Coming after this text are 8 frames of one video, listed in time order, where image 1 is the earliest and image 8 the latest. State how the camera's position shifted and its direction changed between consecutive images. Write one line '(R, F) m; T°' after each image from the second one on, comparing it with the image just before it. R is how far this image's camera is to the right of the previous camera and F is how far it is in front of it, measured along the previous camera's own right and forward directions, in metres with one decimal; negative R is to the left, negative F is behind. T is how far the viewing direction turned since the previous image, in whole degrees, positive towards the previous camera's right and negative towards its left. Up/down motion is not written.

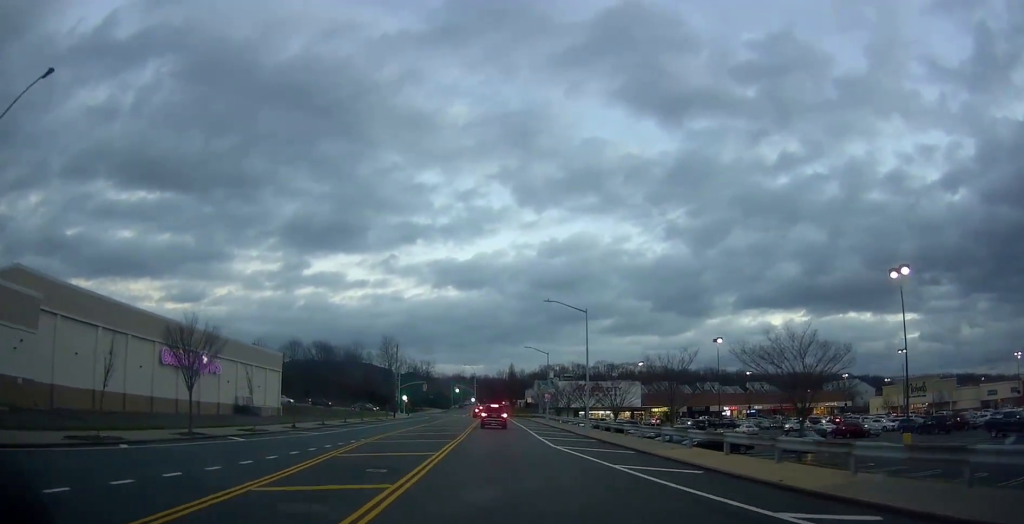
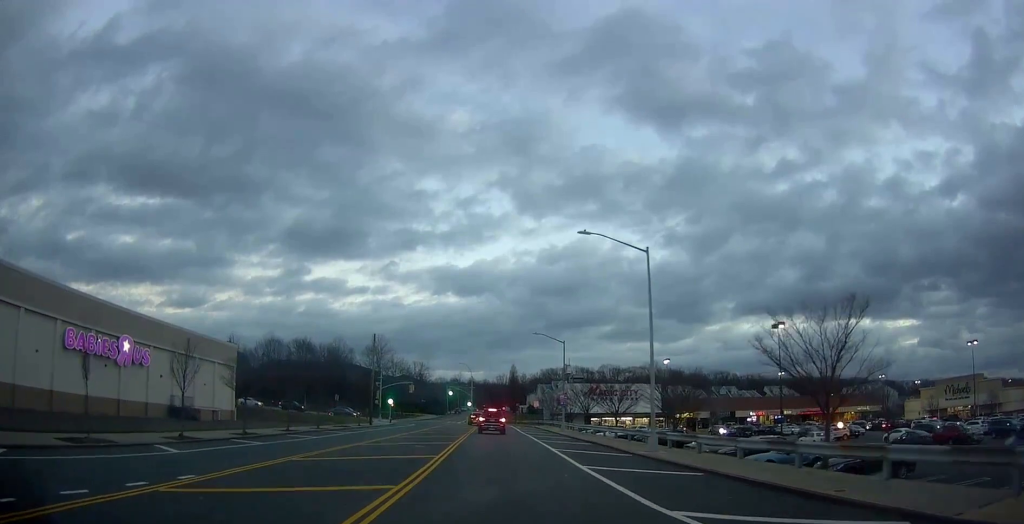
(-0.3, +16.7) m; 0°
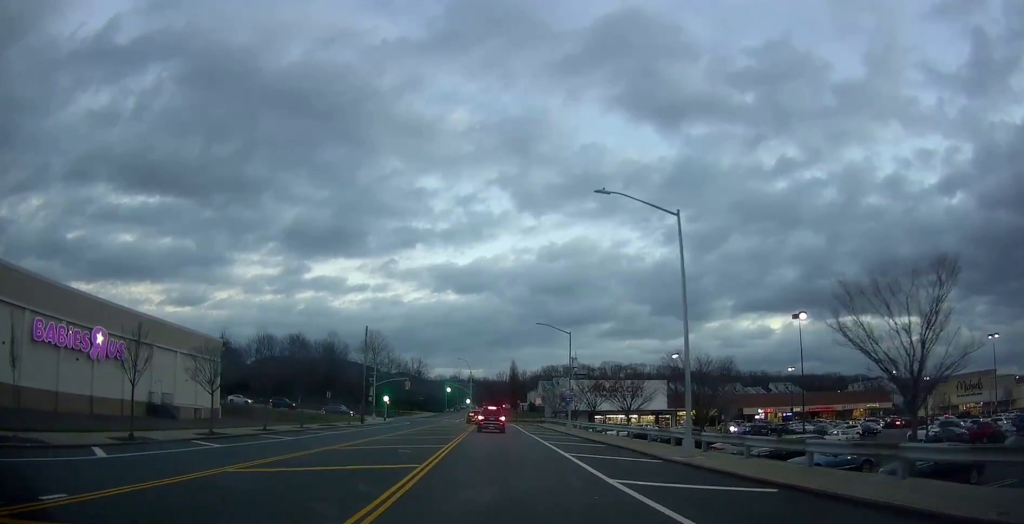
(-0.2, +4.5) m; +1°
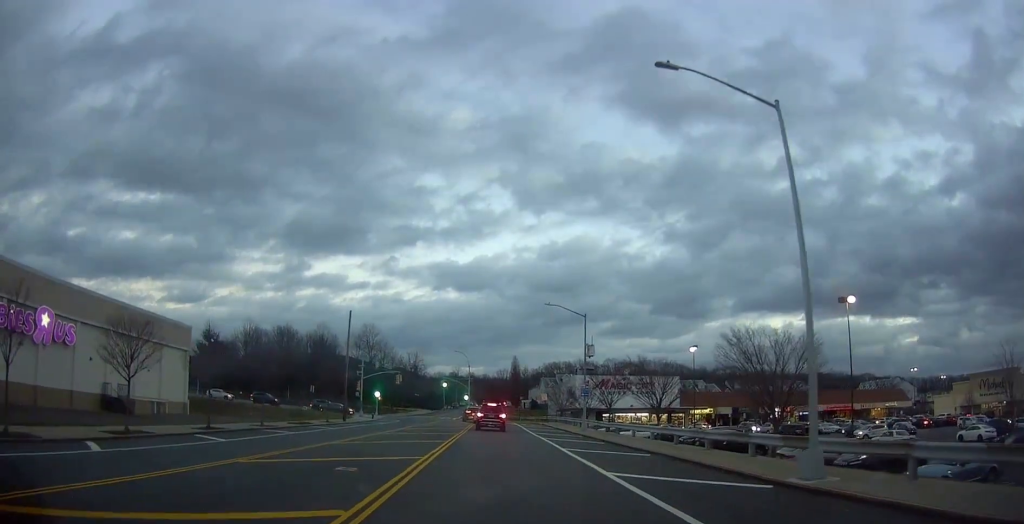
(+0.6, +8.0) m; 0°
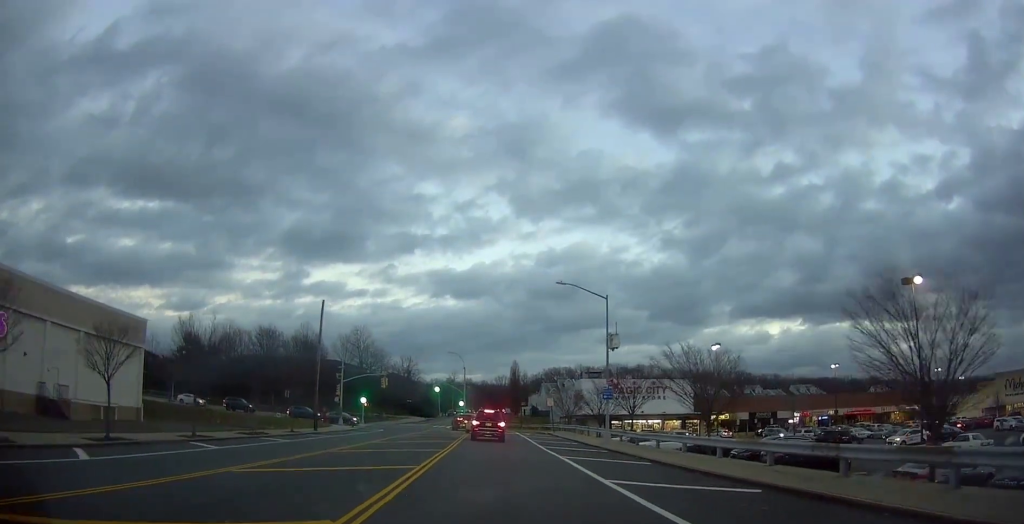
(-0.4, +9.5) m; -3°
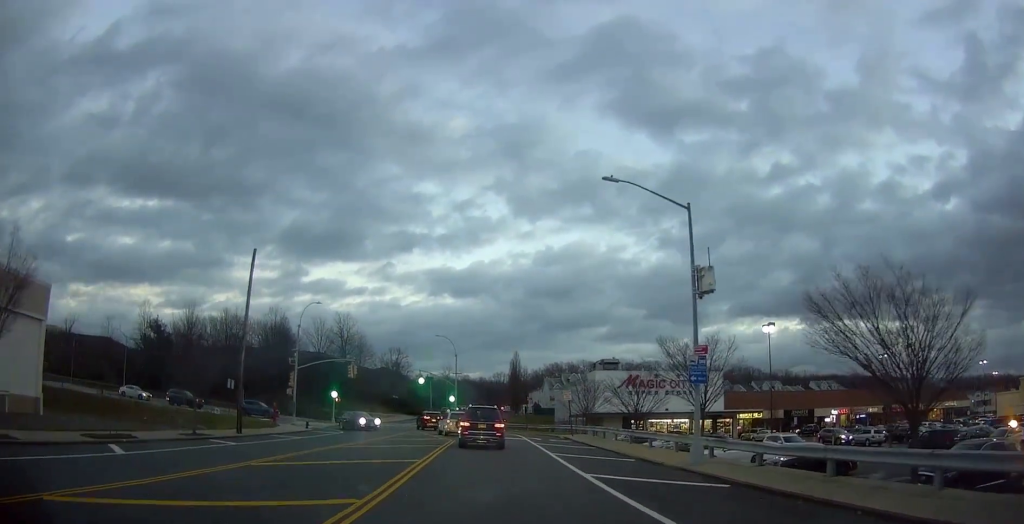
(-0.5, +15.7) m; -1°
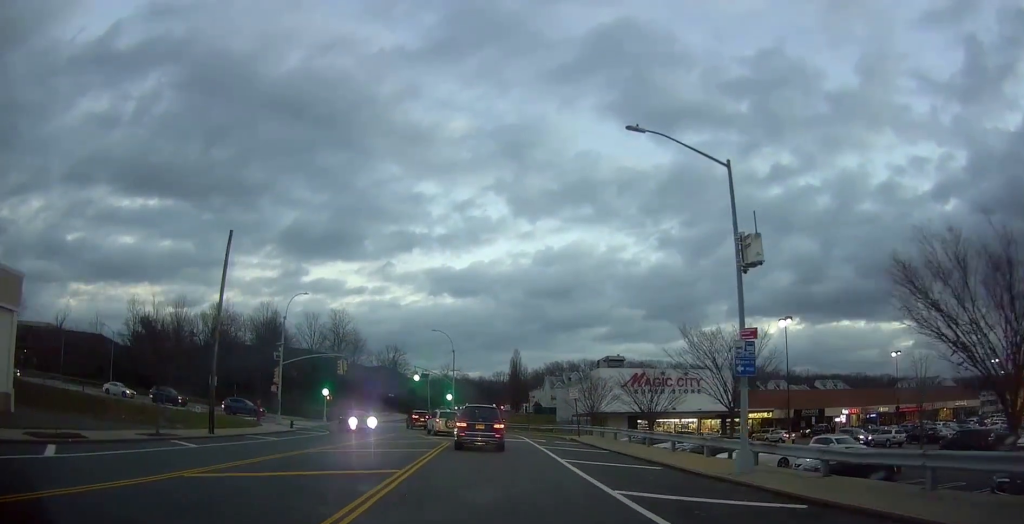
(-0.1, +3.9) m; +1°
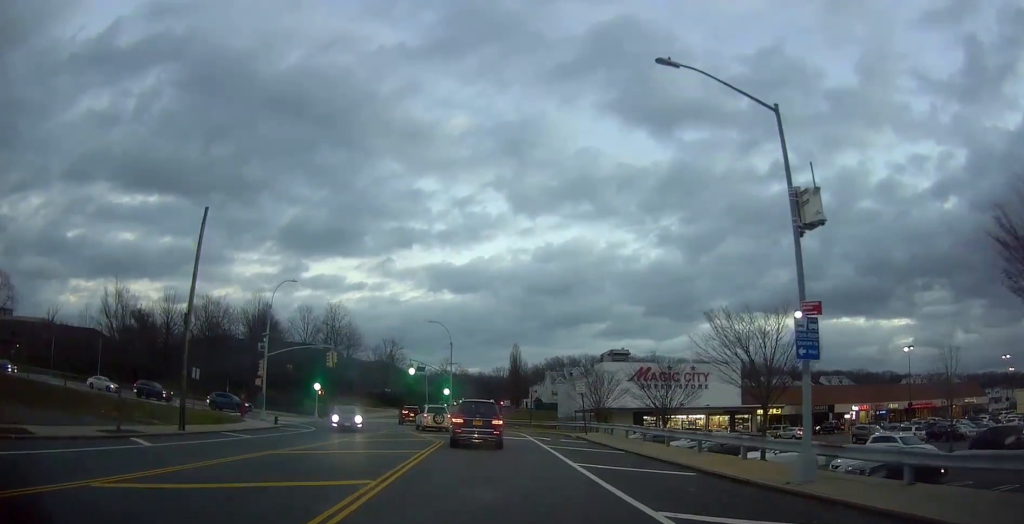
(+0.2, +3.3) m; +1°
